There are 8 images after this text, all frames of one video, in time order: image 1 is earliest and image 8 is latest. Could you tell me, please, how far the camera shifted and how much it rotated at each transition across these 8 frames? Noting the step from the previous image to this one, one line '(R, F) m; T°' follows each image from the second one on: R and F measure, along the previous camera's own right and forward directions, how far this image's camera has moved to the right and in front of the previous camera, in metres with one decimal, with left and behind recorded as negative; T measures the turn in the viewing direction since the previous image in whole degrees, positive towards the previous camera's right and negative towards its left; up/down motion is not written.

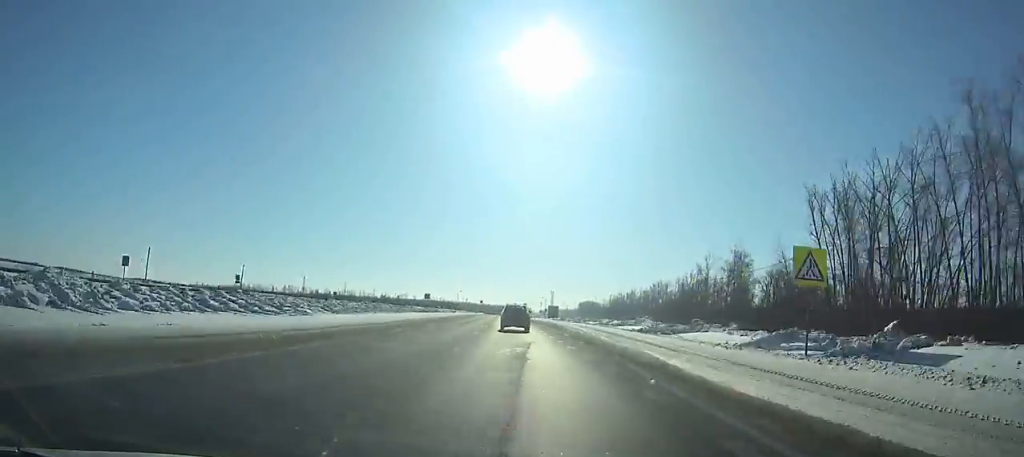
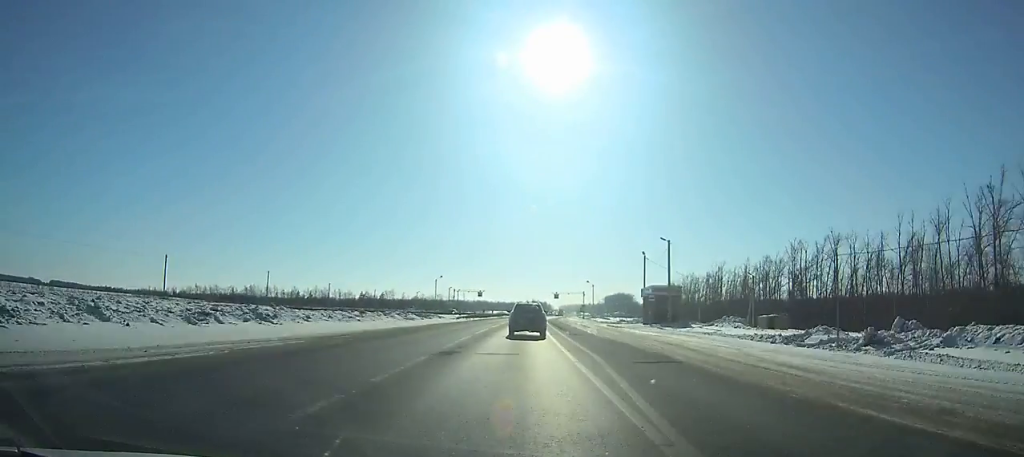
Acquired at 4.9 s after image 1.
(-3.2, +113.1) m; -2°
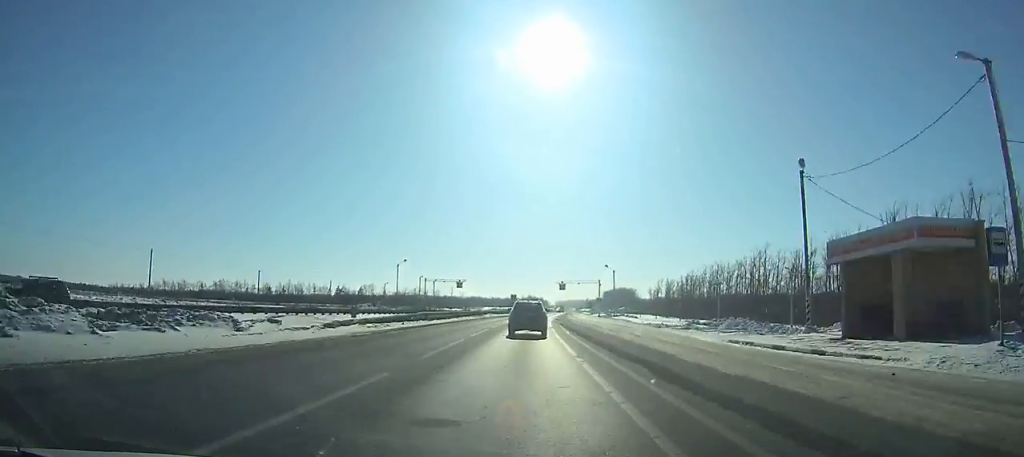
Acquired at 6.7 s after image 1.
(-0.1, +40.8) m; +1°
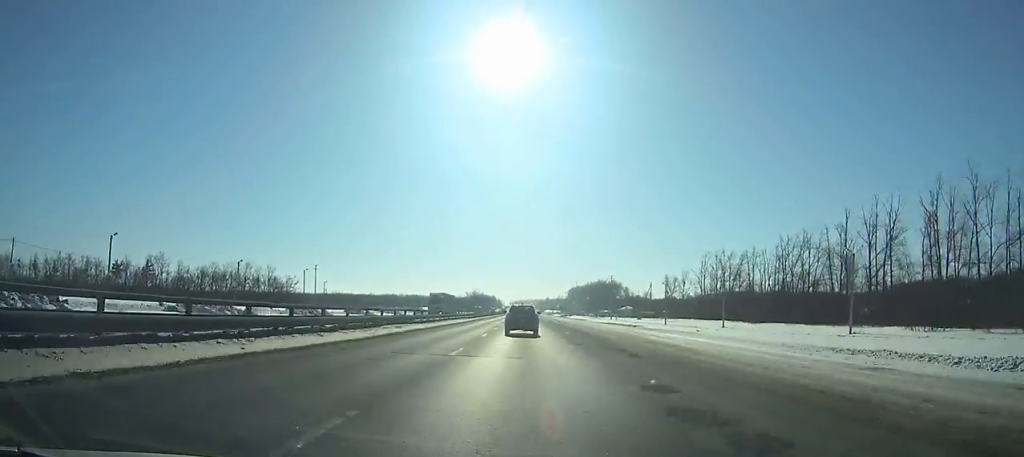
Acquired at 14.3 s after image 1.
(+6.8, +170.0) m; +4°
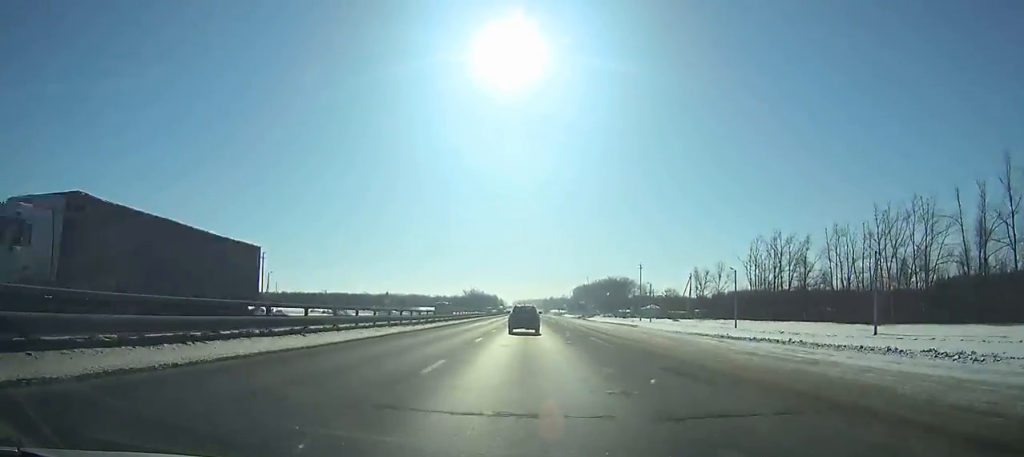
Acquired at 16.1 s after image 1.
(+0.1, +40.8) m; 0°
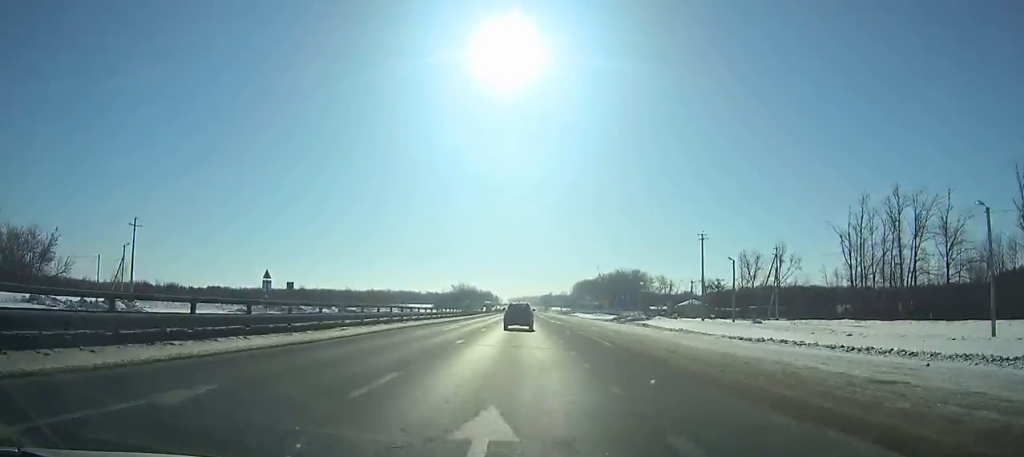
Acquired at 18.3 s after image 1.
(0.0, +50.7) m; 0°
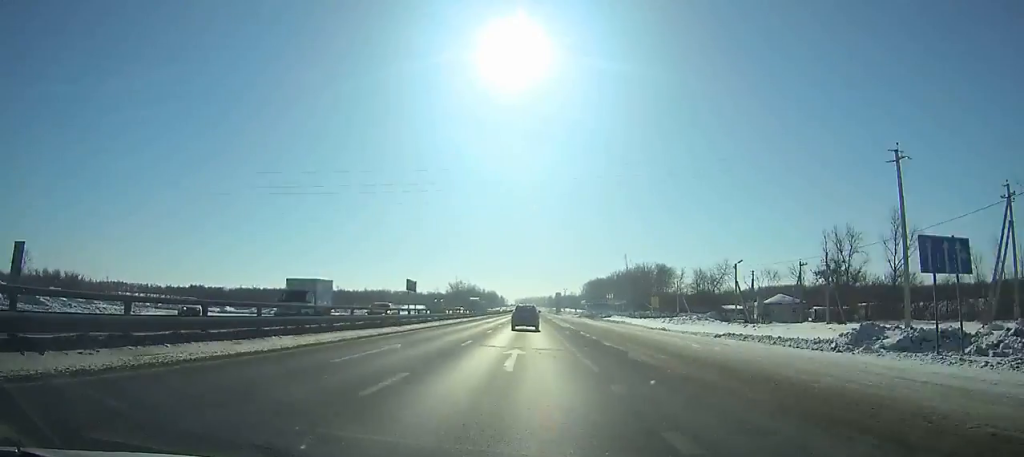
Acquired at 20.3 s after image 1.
(-0.1, +46.7) m; 0°
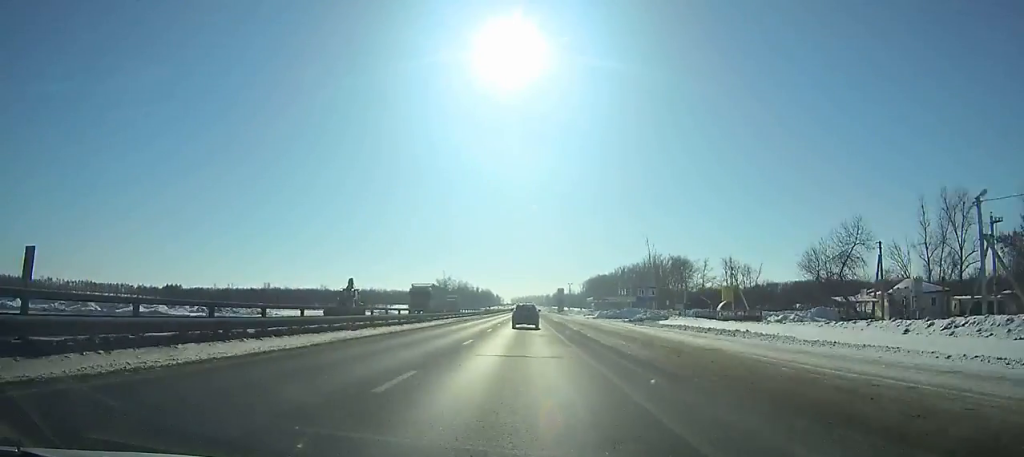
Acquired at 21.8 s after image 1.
(-0.2, +35.4) m; 0°
